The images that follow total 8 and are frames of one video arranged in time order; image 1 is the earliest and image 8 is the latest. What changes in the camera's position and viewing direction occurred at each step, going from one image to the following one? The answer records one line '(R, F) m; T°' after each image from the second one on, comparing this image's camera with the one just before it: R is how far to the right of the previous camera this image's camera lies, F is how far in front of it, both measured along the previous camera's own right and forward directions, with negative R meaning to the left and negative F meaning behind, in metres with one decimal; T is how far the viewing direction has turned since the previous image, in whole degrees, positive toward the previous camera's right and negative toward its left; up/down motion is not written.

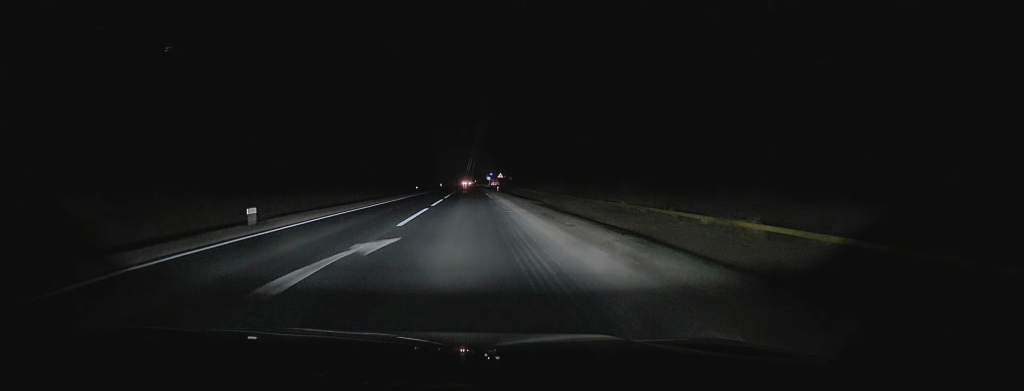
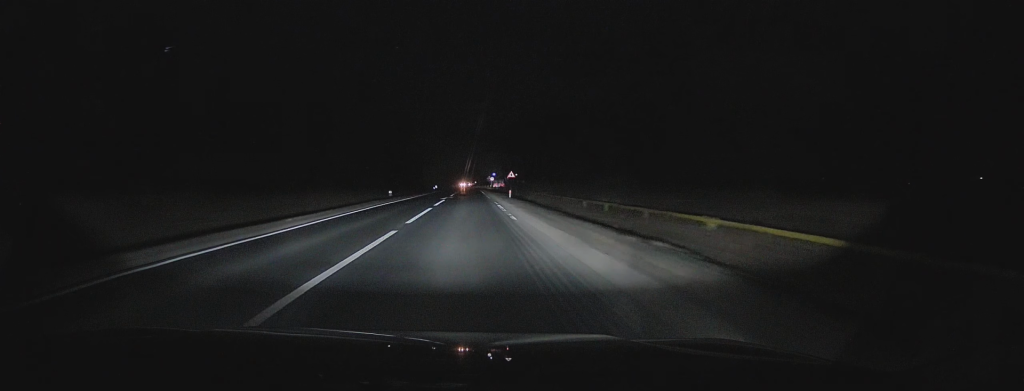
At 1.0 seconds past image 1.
(0.0, +22.1) m; 0°
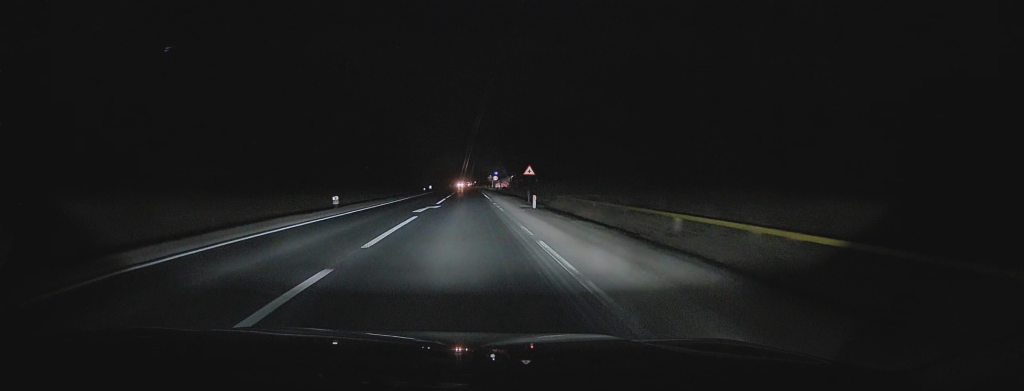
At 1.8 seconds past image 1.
(0.0, +18.2) m; 0°
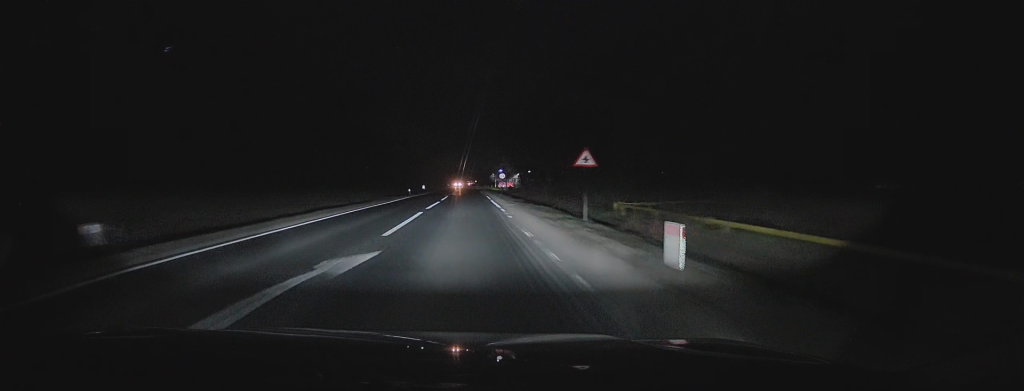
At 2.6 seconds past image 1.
(0.0, +19.0) m; 0°
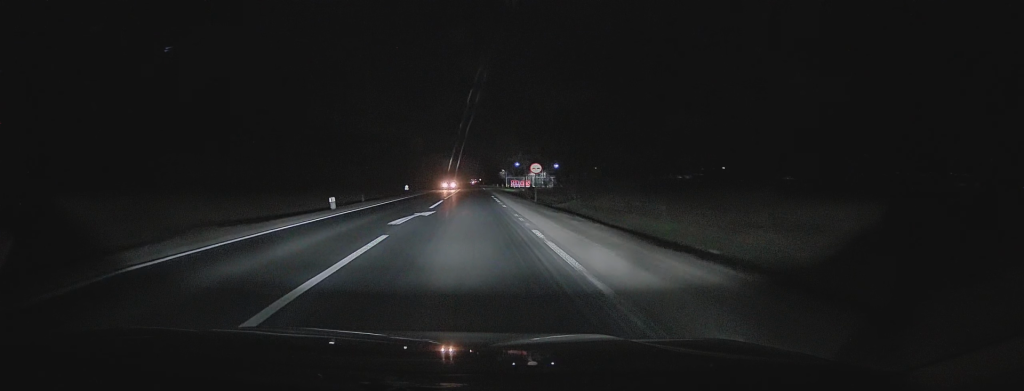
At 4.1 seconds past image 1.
(-0.3, +33.5) m; -1°
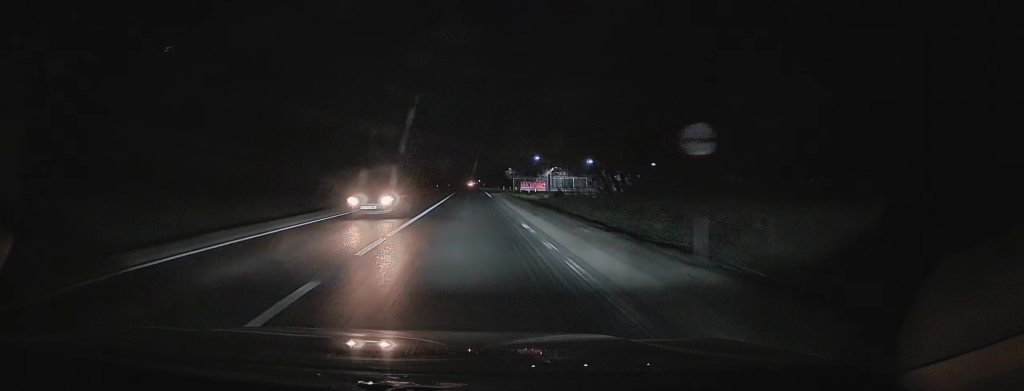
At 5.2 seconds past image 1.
(+0.2, +26.8) m; 0°
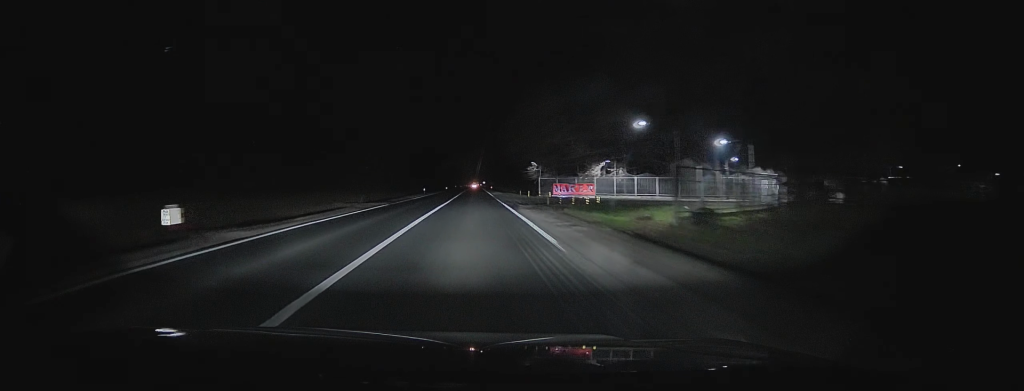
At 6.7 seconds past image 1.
(-0.5, +33.7) m; -1°
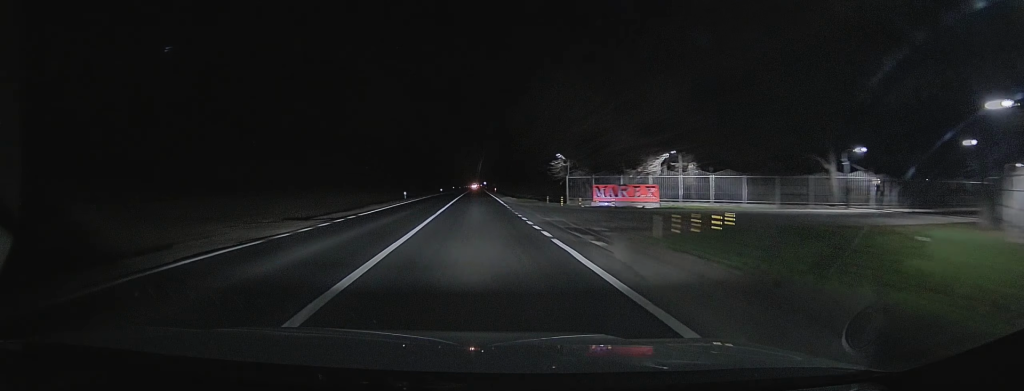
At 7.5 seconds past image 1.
(0.0, +19.2) m; +1°
